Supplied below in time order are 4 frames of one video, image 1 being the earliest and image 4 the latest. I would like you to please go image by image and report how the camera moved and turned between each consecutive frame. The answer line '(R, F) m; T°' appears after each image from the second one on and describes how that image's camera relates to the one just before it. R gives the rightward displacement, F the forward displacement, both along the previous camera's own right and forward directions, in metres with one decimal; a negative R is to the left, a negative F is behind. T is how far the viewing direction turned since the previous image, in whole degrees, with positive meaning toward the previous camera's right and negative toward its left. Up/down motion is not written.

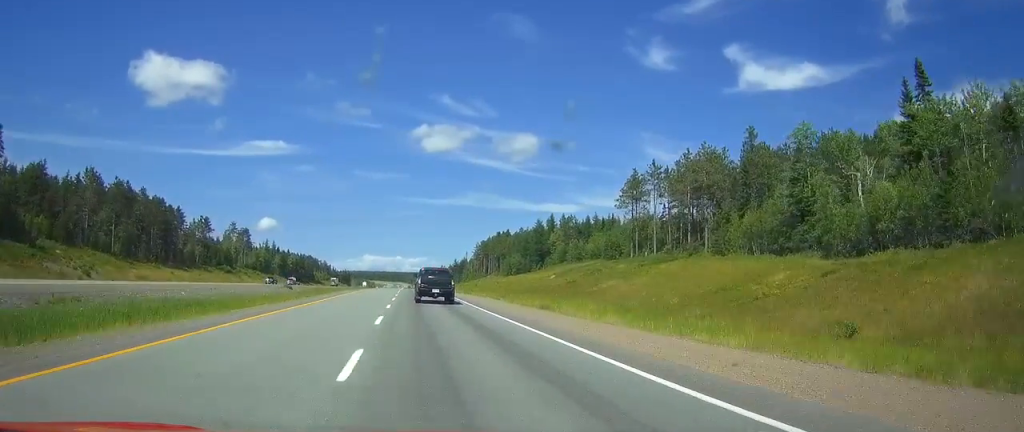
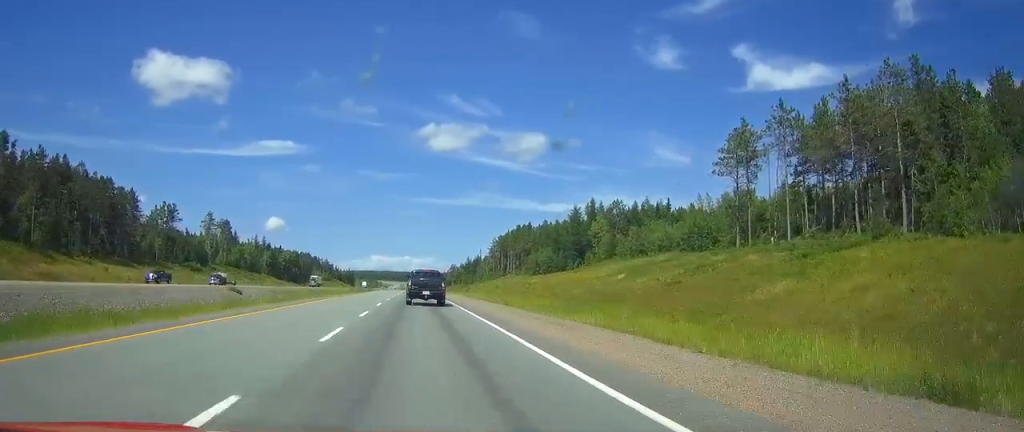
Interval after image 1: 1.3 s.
(-0.1, +40.9) m; -1°
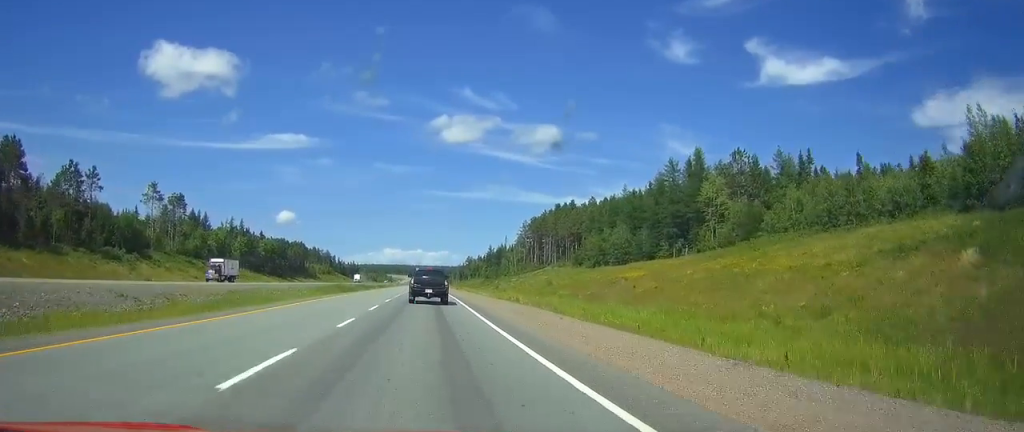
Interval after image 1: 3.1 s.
(-0.7, +60.5) m; -1°
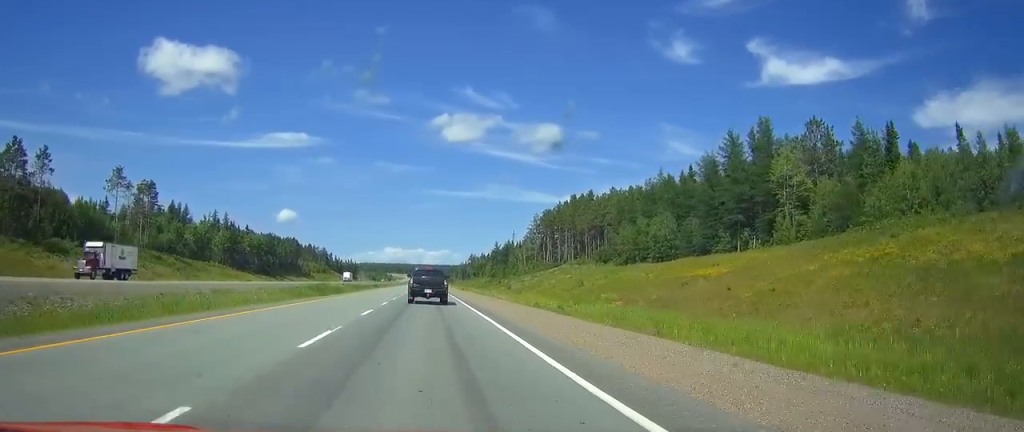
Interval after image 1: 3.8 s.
(-0.1, +22.8) m; 0°
